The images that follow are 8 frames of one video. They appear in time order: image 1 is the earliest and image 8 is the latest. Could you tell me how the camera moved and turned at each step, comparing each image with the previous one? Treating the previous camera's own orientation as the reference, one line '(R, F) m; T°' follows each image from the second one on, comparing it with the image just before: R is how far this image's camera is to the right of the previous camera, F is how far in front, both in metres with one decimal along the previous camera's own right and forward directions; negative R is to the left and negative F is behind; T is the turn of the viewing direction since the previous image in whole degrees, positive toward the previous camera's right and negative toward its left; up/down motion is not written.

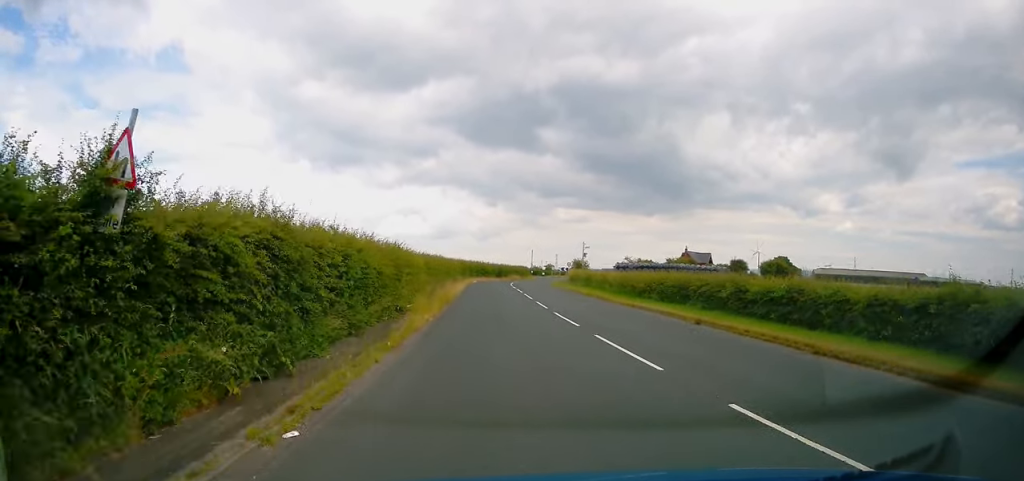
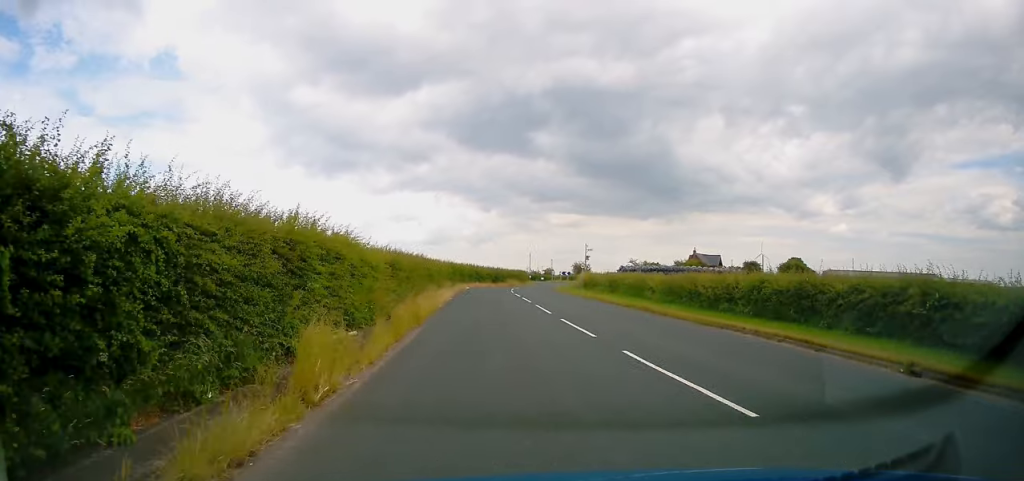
(+0.1, +11.8) m; 0°
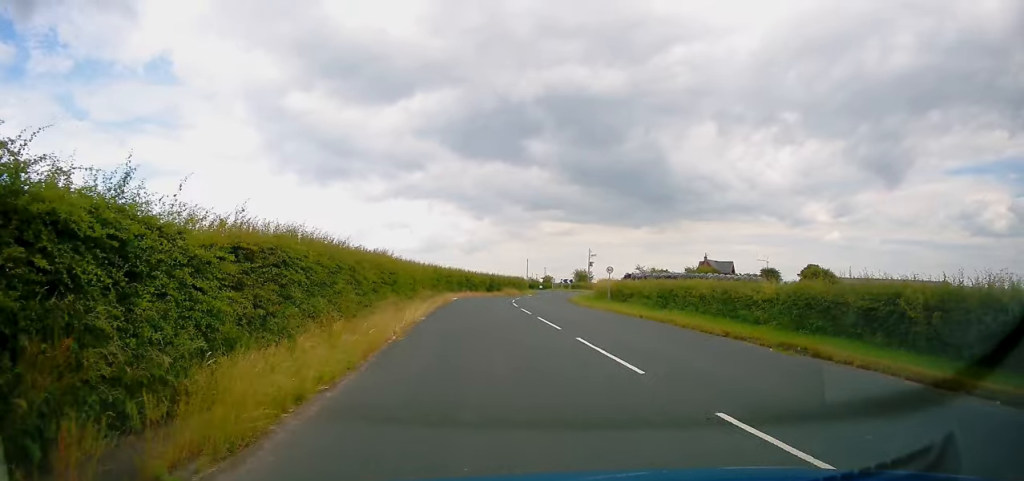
(-0.2, +14.0) m; 0°
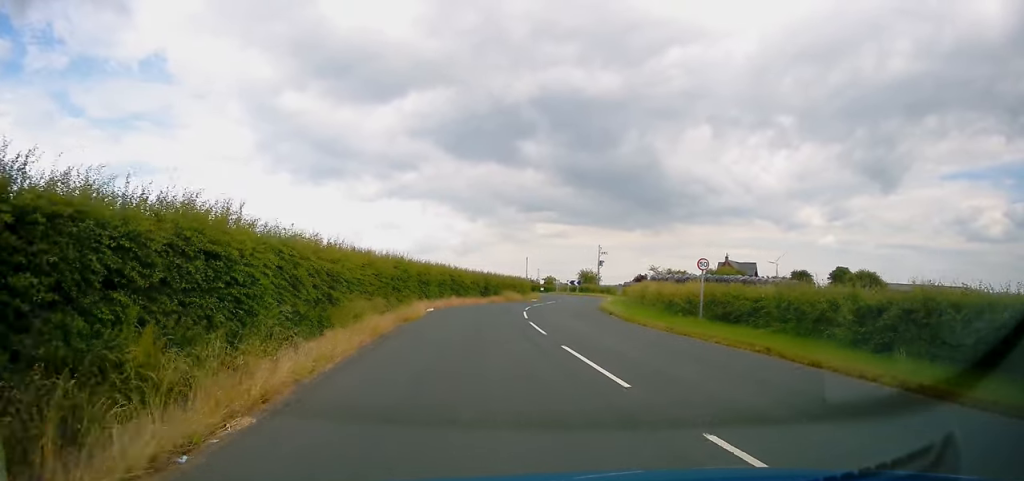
(+0.3, +18.2) m; +1°
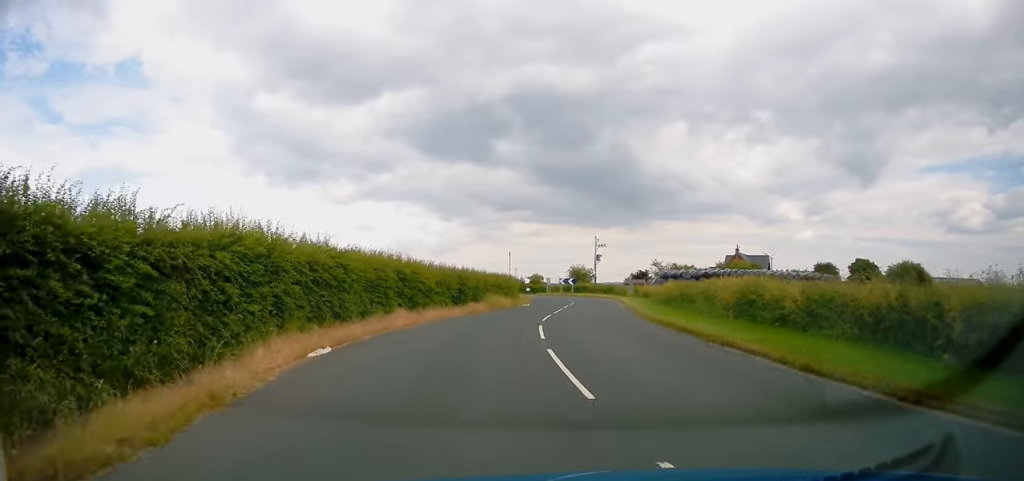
(+0.3, +17.7) m; +2°
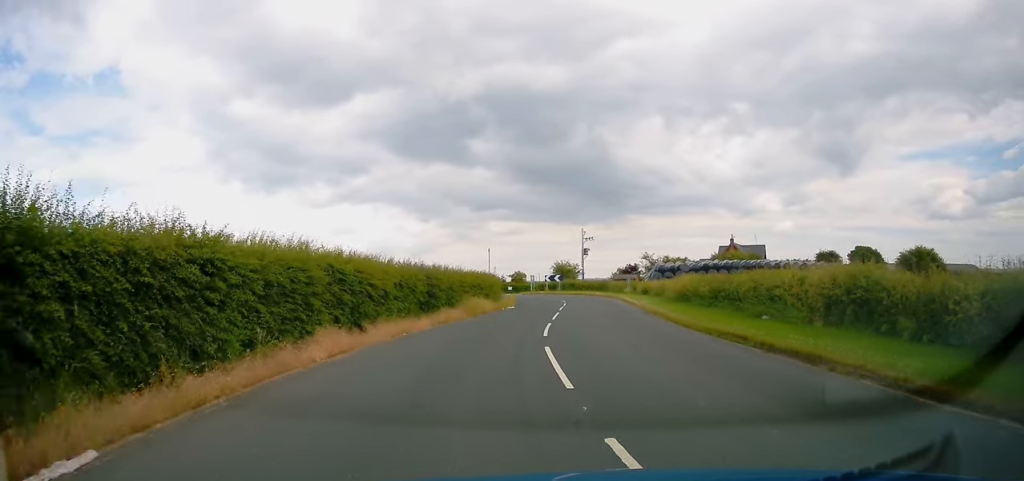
(+0.1, +7.7) m; +2°
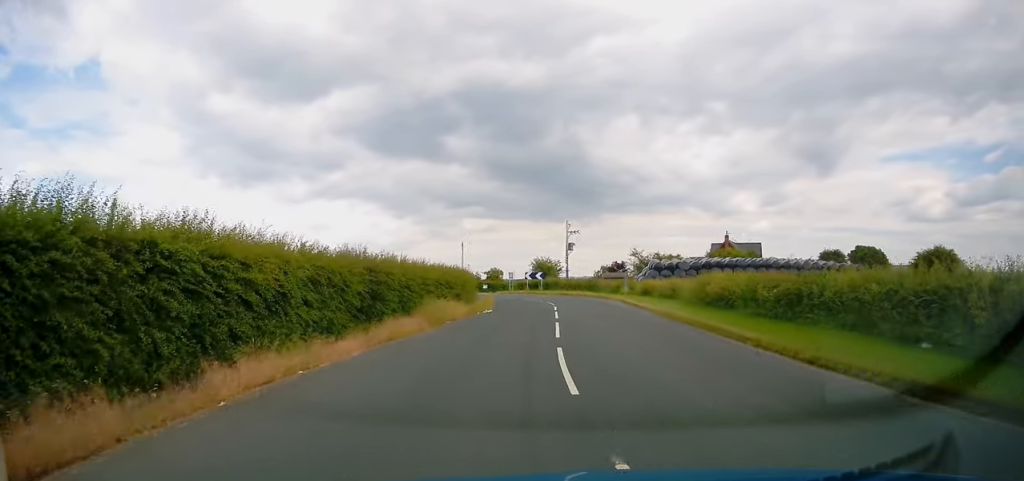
(-0.2, +8.7) m; +3°
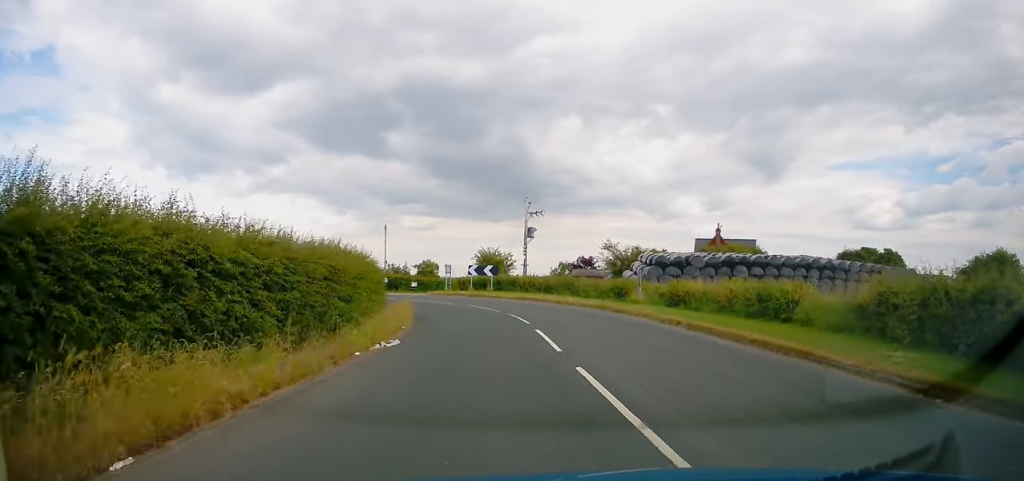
(+1.7, +20.6) m; +3°
